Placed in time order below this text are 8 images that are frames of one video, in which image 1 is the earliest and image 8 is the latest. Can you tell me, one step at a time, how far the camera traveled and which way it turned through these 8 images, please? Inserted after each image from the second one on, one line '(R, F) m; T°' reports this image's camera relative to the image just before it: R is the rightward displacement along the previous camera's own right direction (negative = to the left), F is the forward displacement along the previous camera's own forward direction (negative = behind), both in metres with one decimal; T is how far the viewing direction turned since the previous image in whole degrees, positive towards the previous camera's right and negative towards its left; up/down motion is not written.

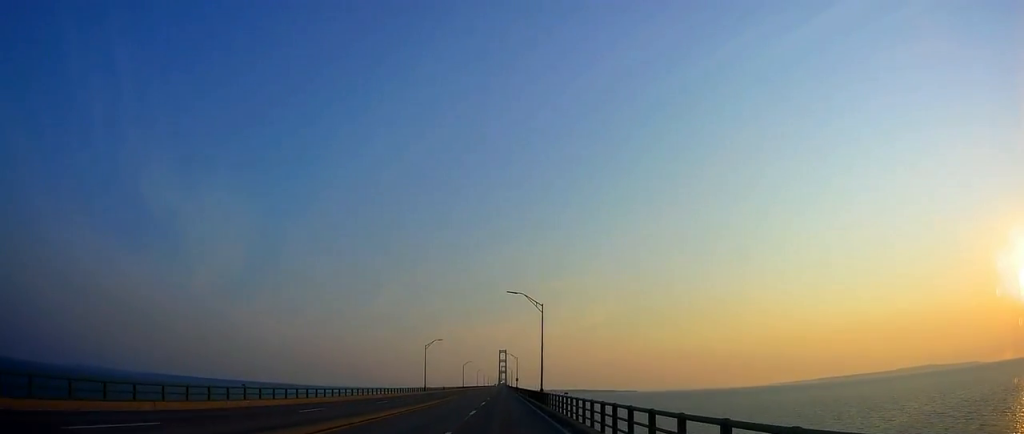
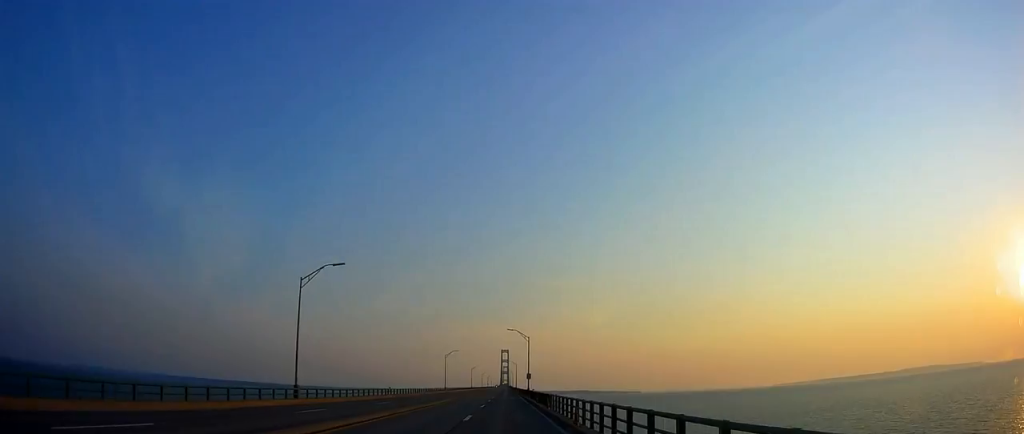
(-1.3, +61.9) m; -2°
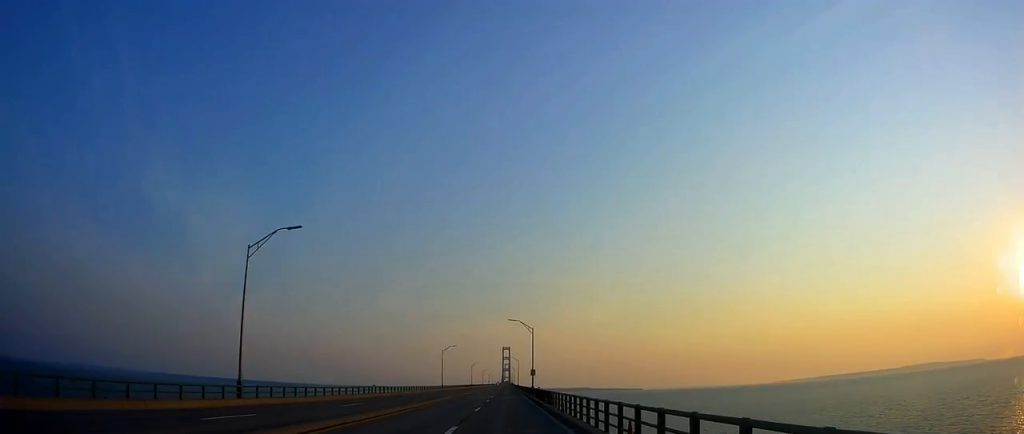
(+0.1, +8.7) m; +1°
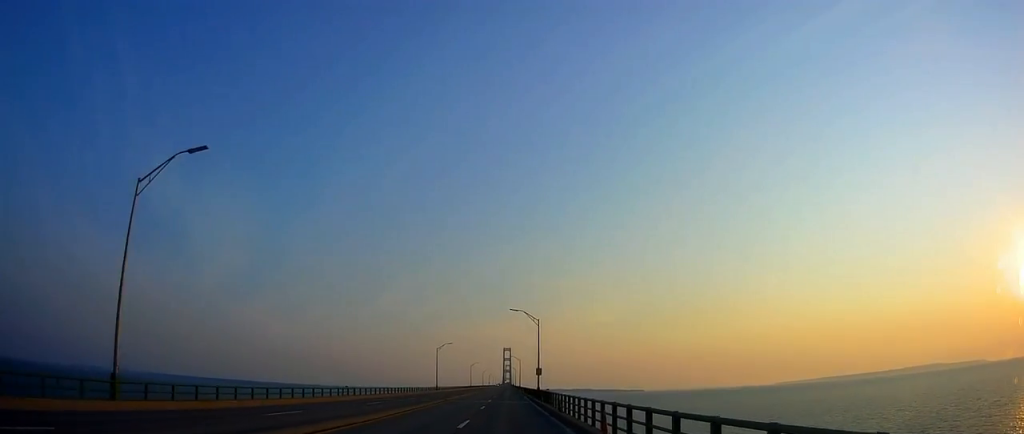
(+0.2, +10.8) m; +1°
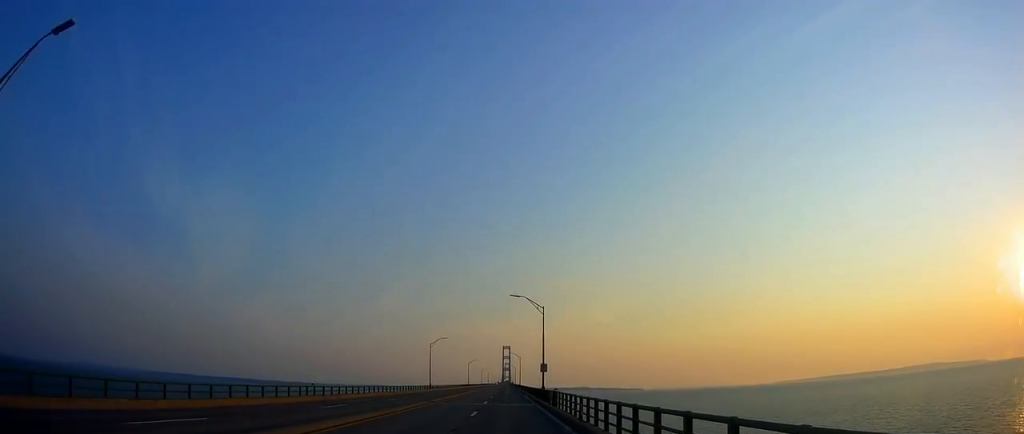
(+0.1, +8.7) m; 0°
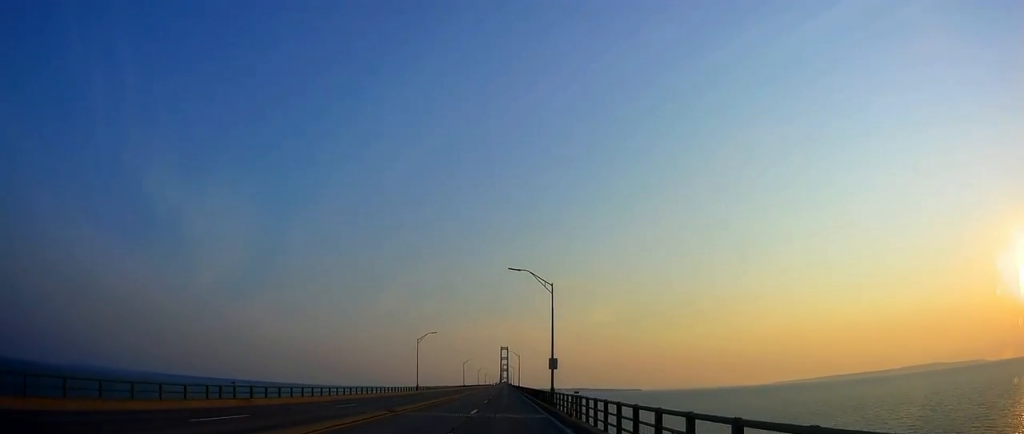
(+0.1, +12.2) m; 0°
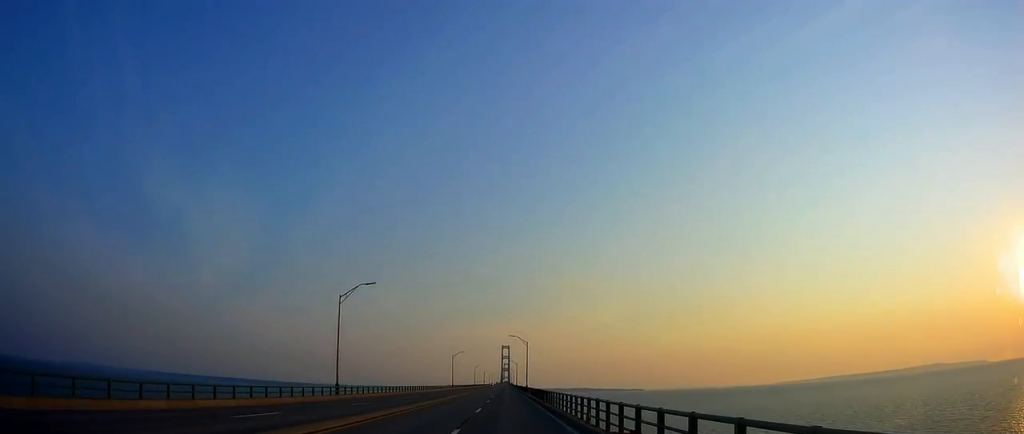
(0.0, +43.1) m; -1°
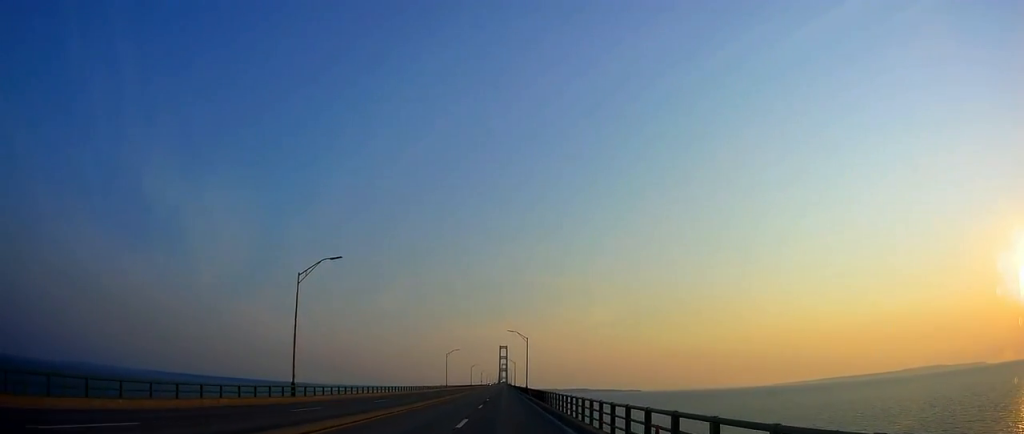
(-0.1, +9.3) m; 0°
